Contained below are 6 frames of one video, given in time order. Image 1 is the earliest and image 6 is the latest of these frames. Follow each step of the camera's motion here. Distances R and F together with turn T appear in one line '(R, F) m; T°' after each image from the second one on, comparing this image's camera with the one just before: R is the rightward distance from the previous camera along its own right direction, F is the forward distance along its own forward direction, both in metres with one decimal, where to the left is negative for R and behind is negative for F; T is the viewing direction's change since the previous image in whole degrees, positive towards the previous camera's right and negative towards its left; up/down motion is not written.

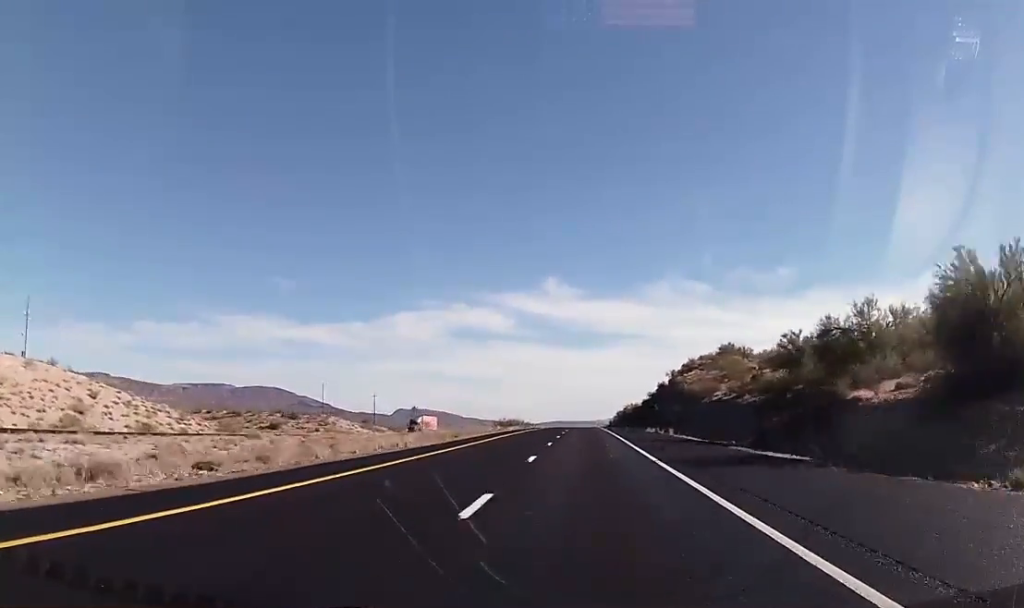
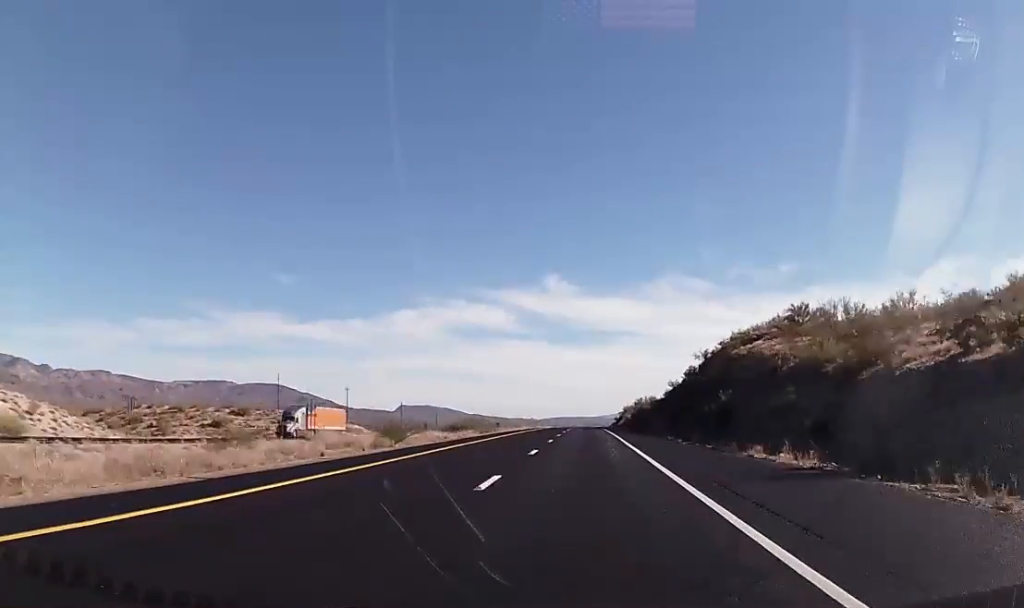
(+0.4, +43.4) m; 0°
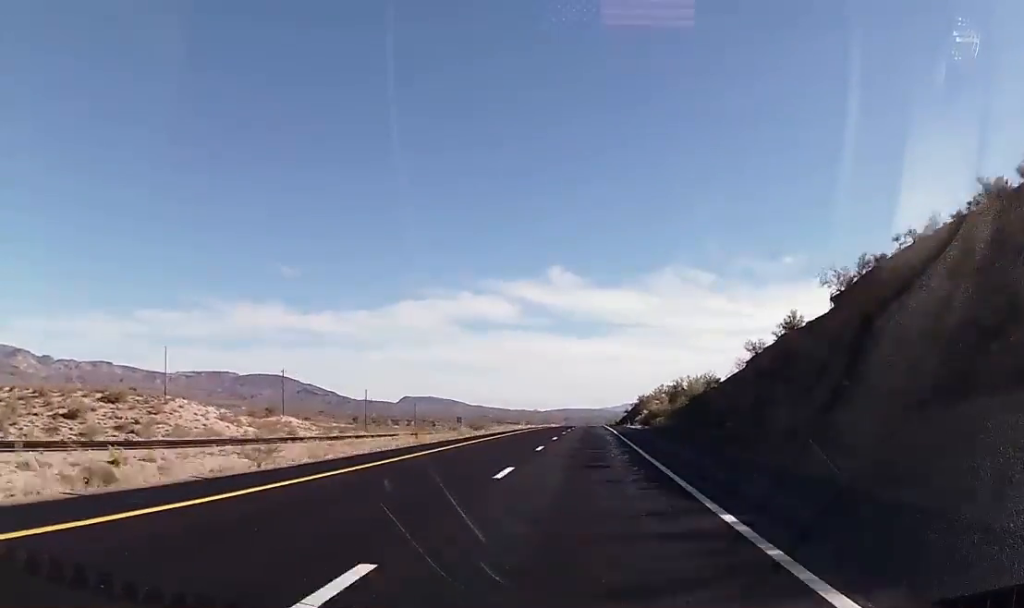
(-1.3, +70.5) m; -1°
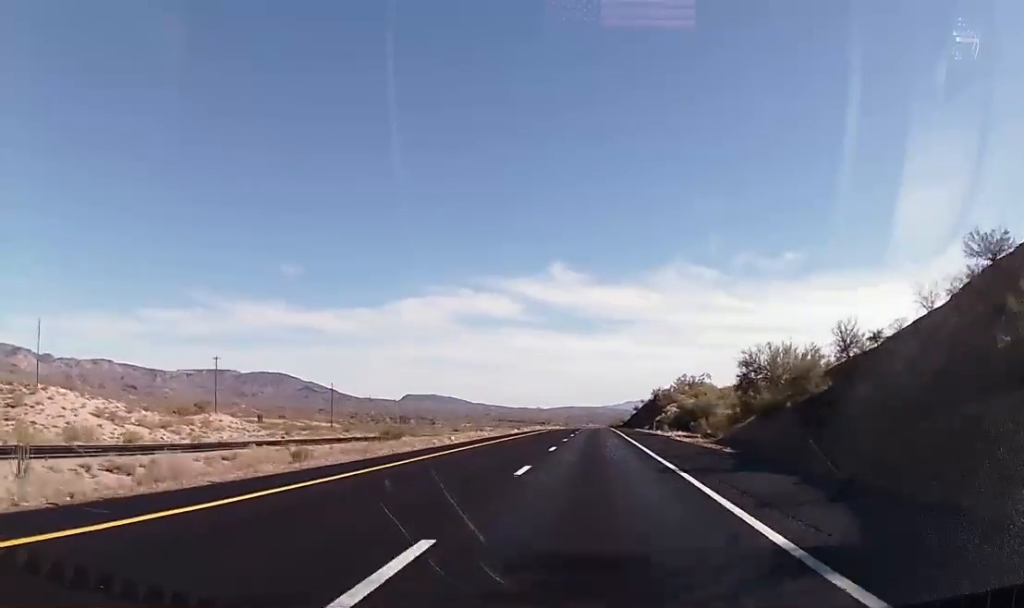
(+0.5, +47.1) m; -1°
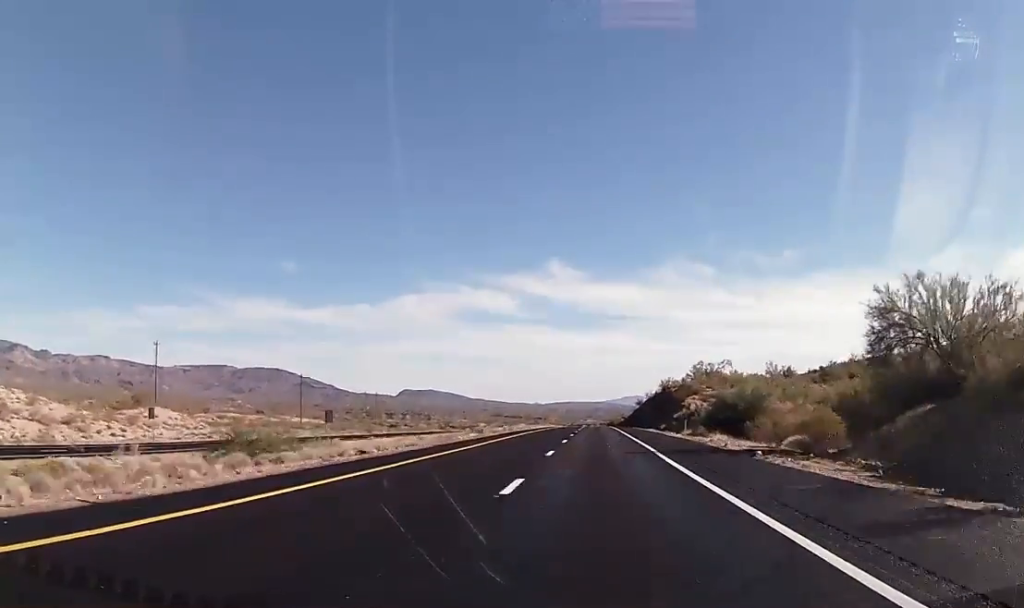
(-0.8, +28.7) m; 0°
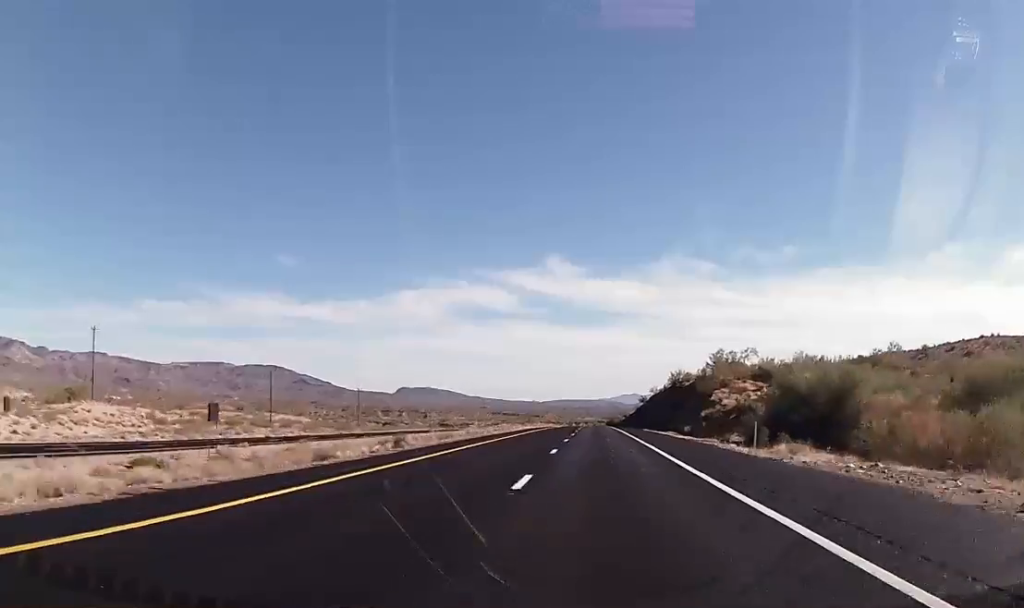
(+0.3, +23.7) m; +1°
